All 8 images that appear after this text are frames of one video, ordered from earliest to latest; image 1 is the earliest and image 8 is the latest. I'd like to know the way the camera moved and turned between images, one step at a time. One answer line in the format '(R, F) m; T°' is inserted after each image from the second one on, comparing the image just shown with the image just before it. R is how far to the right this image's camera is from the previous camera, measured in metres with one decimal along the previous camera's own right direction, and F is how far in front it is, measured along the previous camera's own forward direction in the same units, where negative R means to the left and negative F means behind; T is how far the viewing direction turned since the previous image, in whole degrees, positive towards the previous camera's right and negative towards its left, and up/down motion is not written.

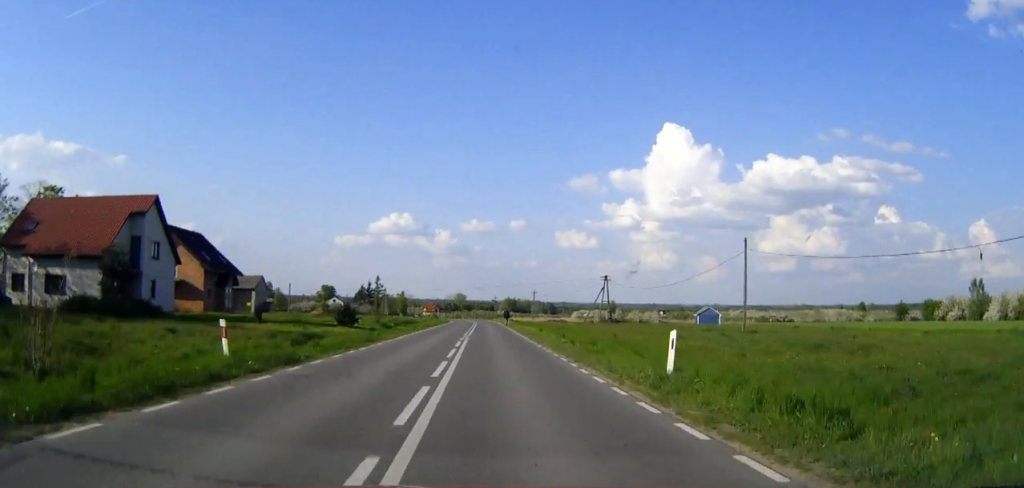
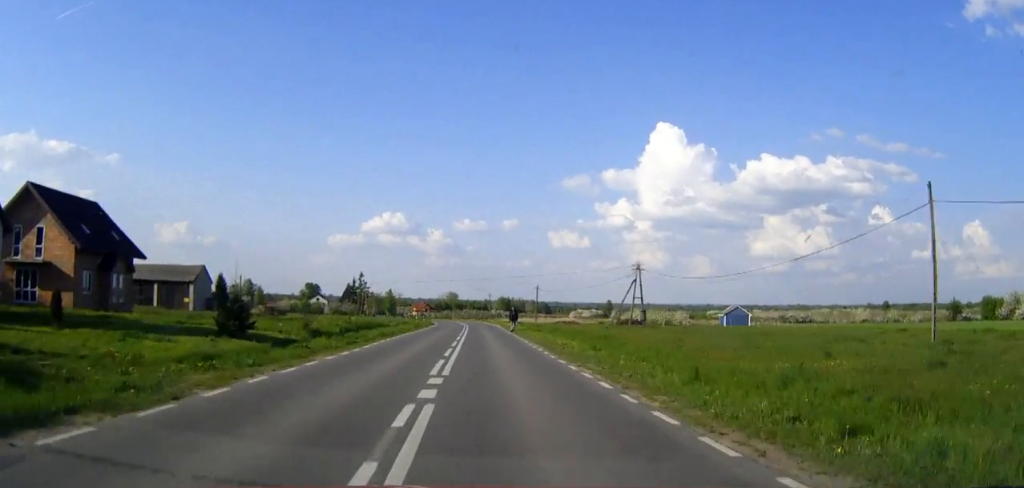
(+0.1, +24.1) m; +1°
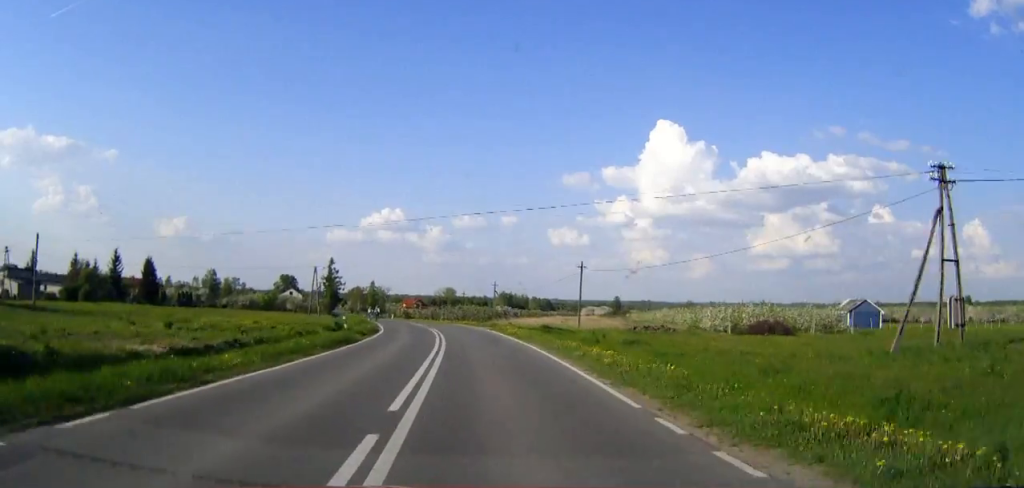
(+0.4, +53.5) m; 0°
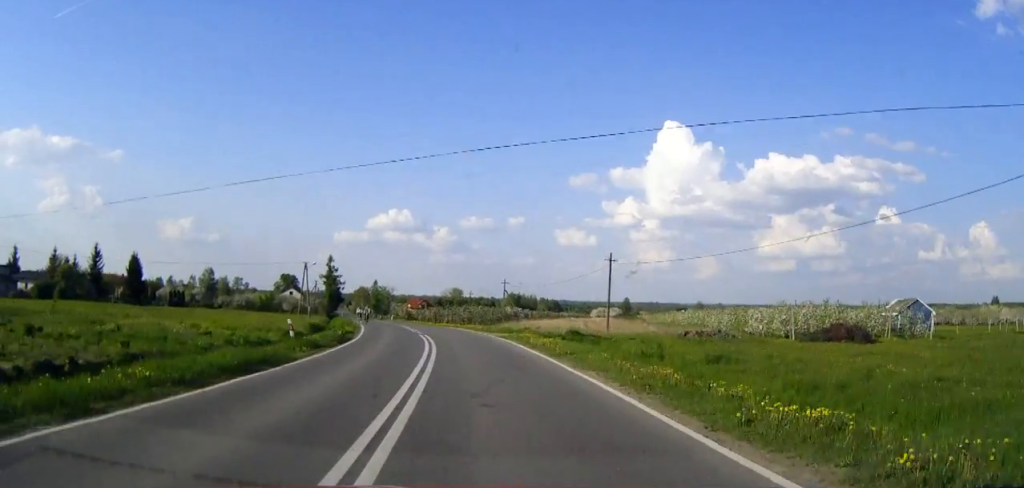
(0.0, +12.0) m; 0°
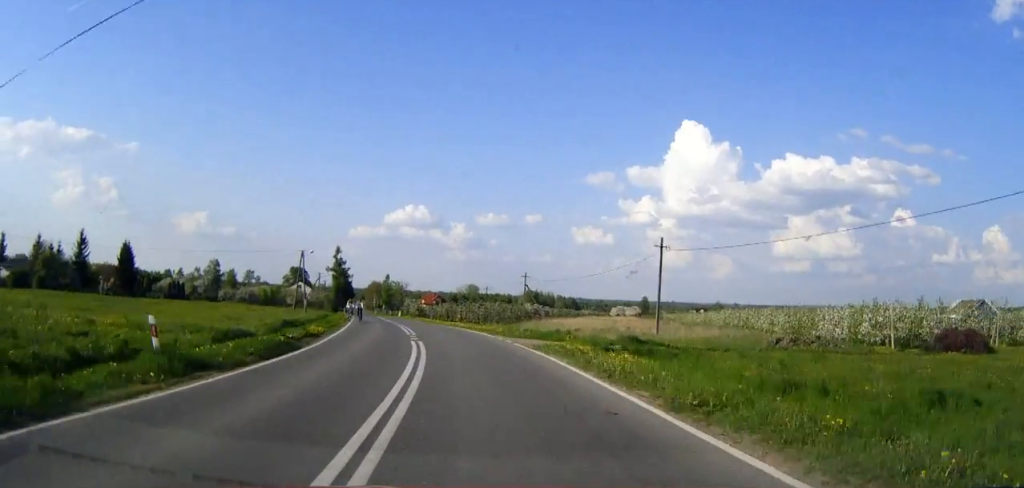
(0.0, +12.0) m; -1°
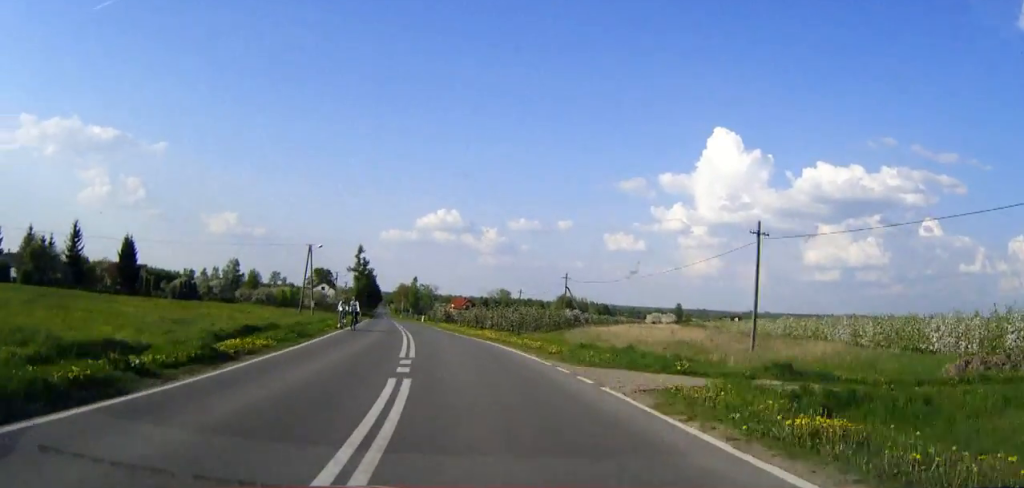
(-0.1, +12.6) m; -1°
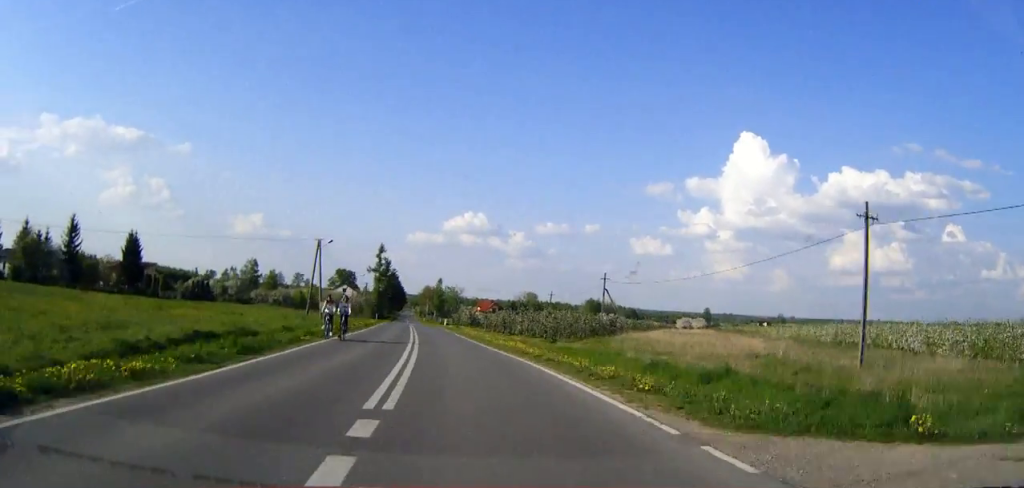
(0.0, +8.9) m; -1°
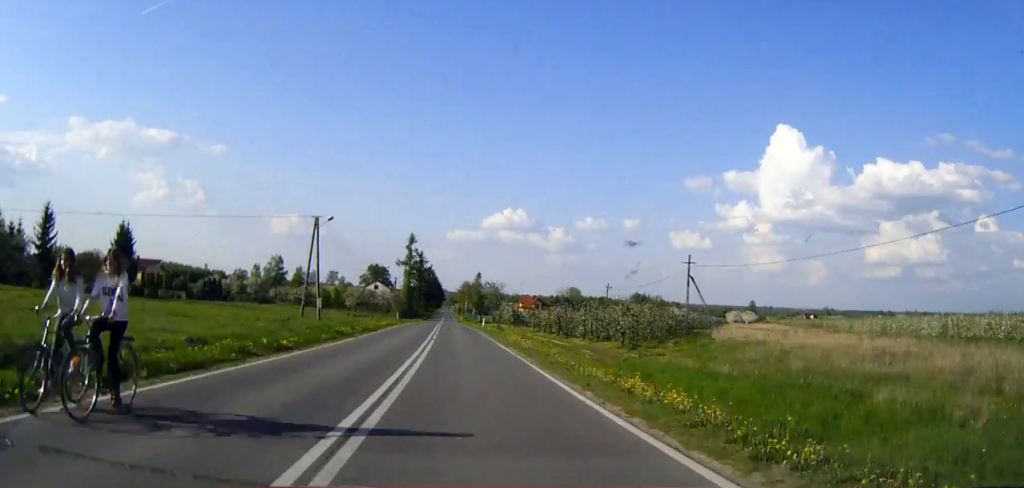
(-0.5, +18.3) m; -3°
